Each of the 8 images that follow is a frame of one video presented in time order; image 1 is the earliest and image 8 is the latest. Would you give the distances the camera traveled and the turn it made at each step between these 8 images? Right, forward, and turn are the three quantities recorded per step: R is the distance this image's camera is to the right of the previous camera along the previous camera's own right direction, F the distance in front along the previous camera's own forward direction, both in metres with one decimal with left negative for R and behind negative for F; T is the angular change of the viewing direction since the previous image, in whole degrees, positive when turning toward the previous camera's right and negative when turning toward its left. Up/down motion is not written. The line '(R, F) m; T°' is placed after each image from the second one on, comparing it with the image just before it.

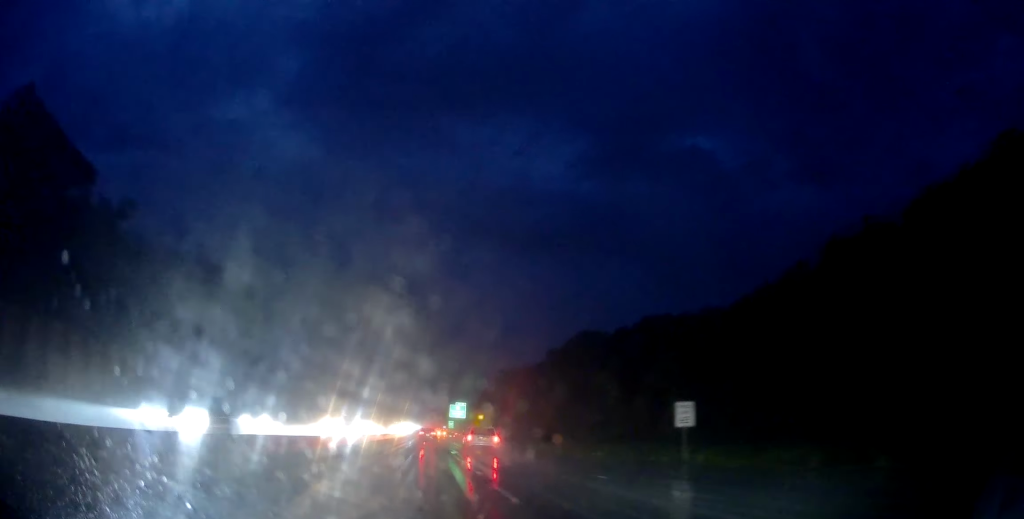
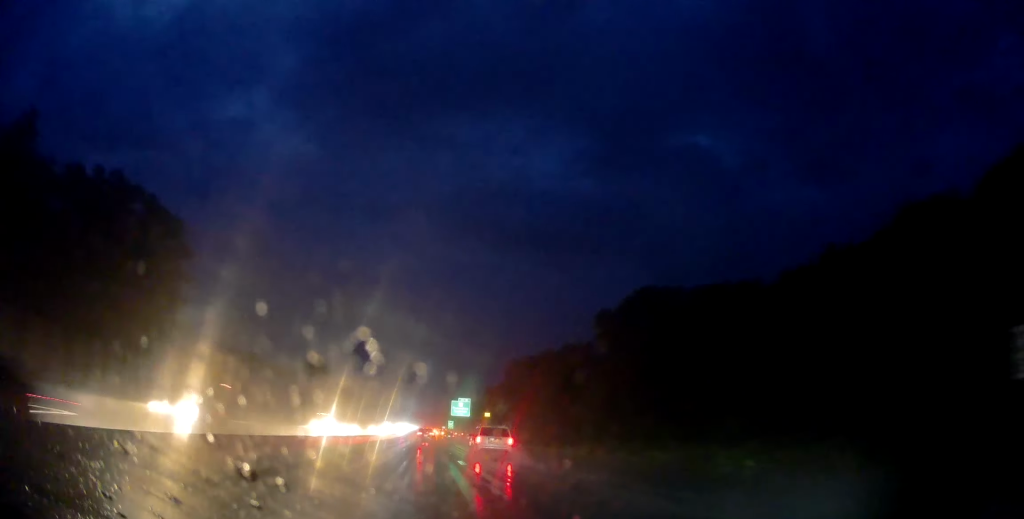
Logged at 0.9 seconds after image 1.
(0.0, +23.2) m; 0°
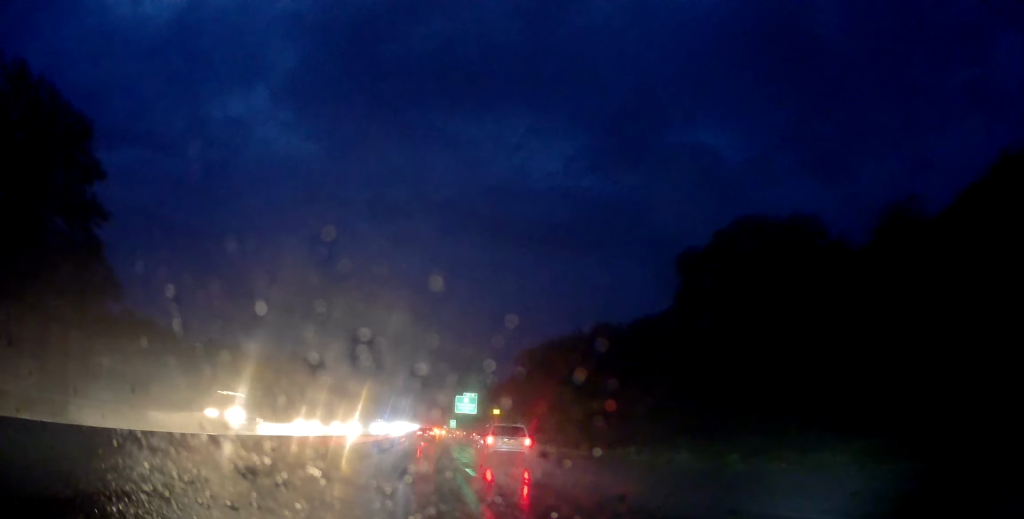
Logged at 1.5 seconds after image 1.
(0.0, +17.9) m; 0°
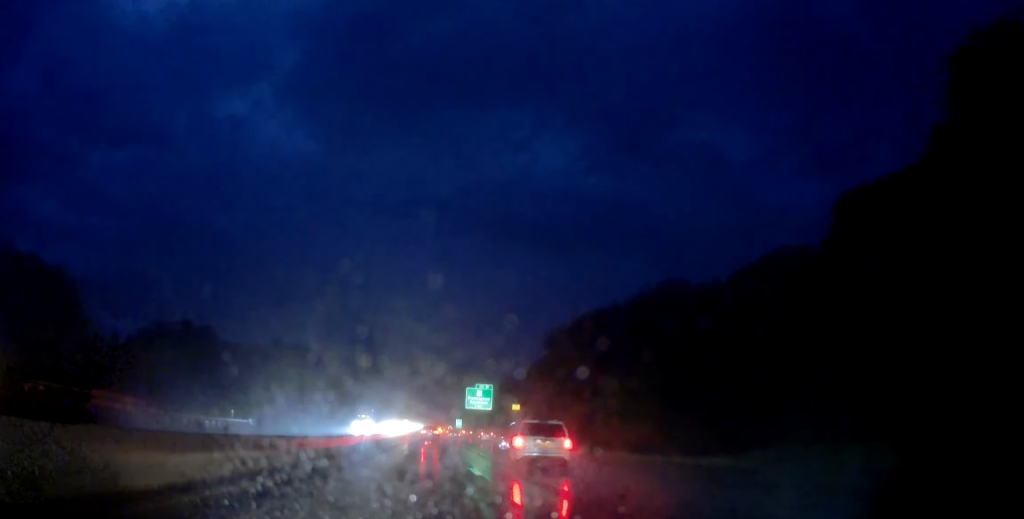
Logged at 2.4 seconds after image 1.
(+0.1, +23.7) m; 0°
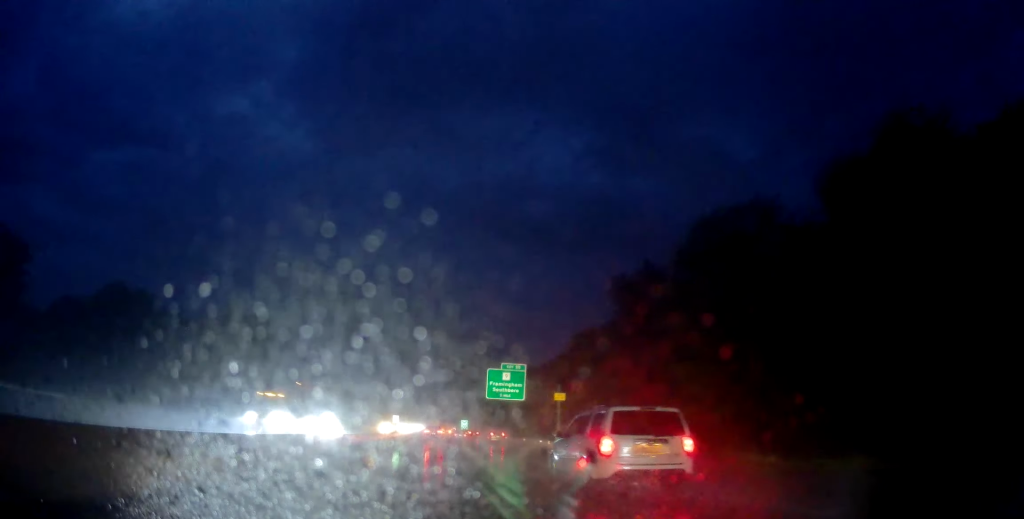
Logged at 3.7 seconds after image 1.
(0.0, +34.7) m; 0°
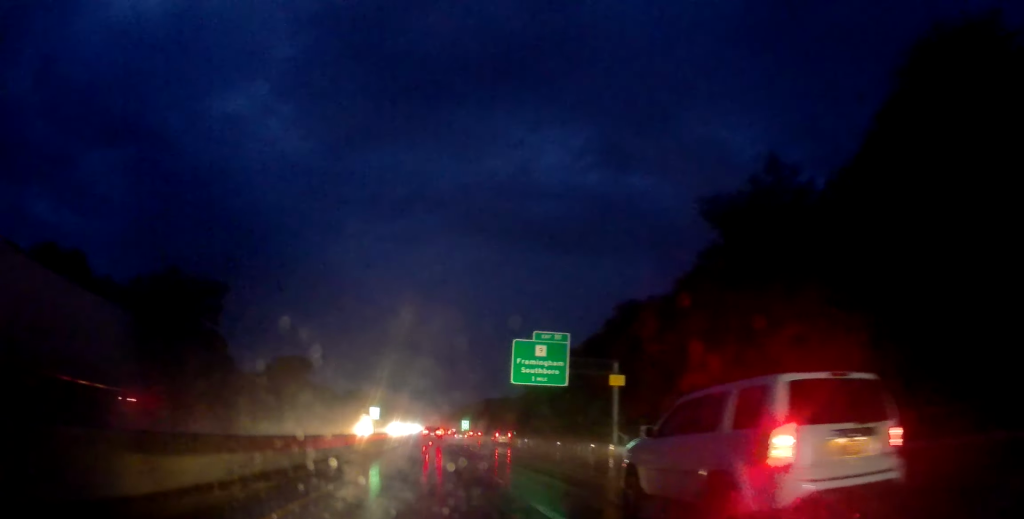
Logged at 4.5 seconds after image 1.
(0.0, +23.7) m; 0°
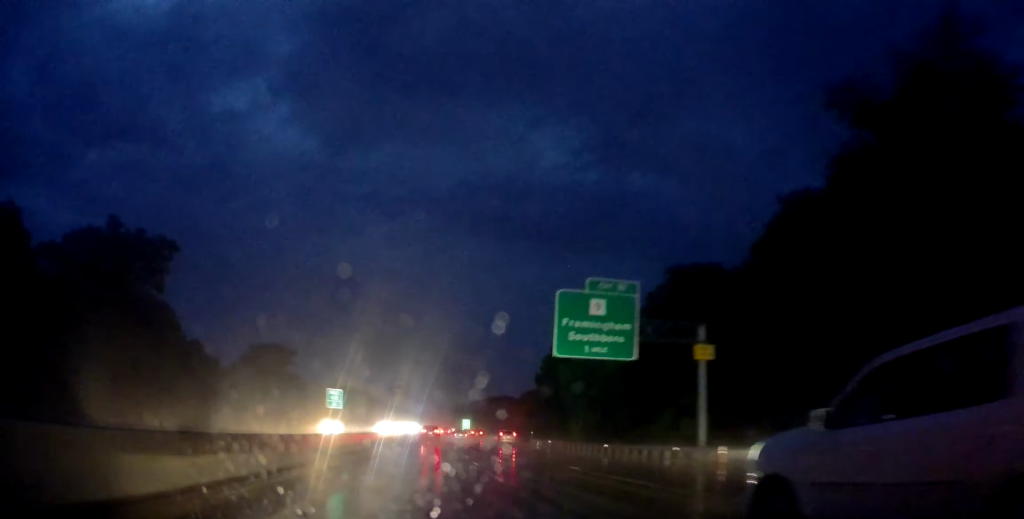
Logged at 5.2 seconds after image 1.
(0.0, +17.4) m; 0°
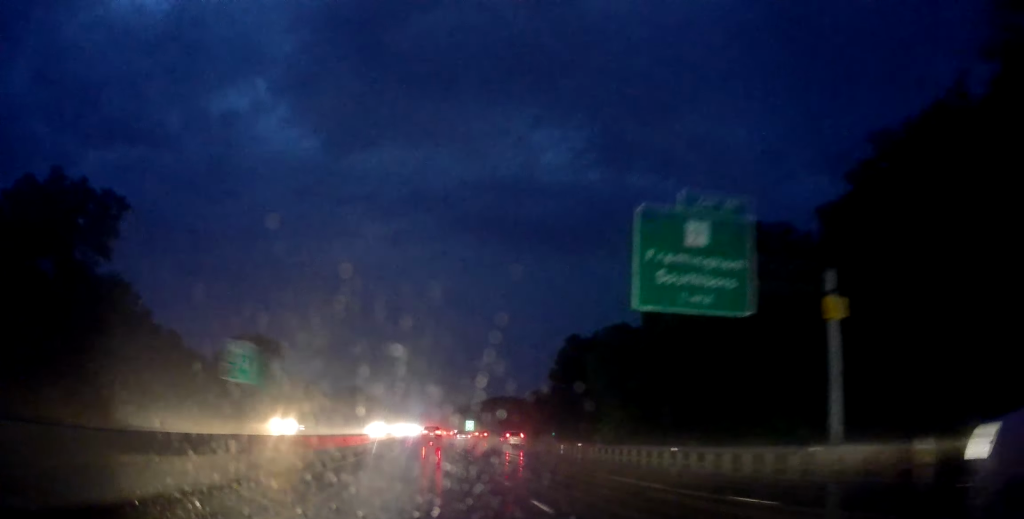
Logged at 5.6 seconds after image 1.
(0.0, +12.9) m; 0°
